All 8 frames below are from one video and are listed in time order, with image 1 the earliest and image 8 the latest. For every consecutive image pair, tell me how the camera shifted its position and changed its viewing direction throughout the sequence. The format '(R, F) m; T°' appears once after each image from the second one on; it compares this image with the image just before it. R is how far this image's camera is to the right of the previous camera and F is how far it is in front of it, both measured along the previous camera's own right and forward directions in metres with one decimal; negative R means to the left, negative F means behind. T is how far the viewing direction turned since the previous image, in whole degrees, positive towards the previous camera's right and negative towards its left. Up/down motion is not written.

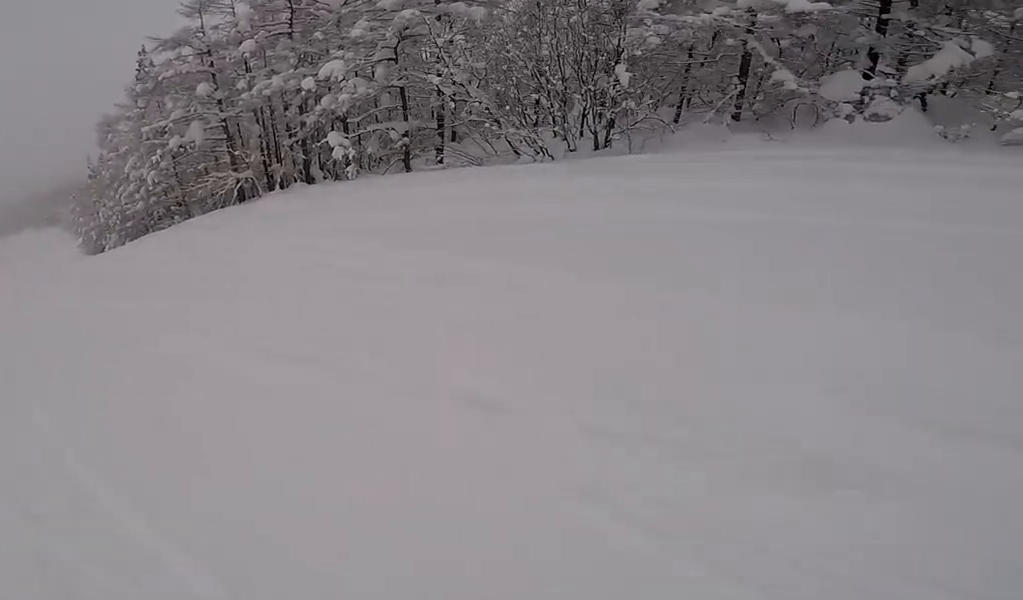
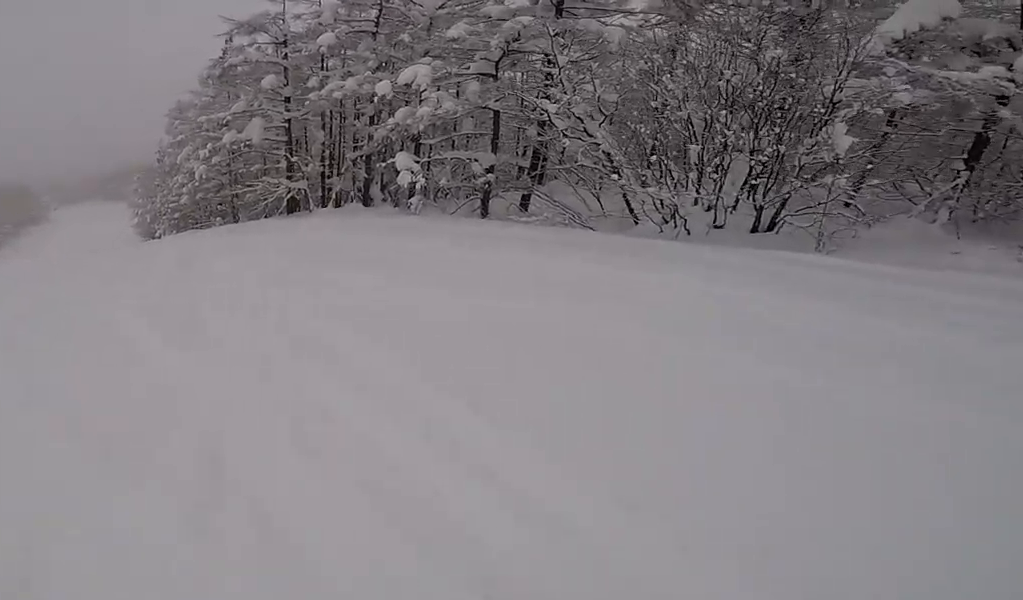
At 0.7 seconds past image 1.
(+0.8, +3.4) m; -3°
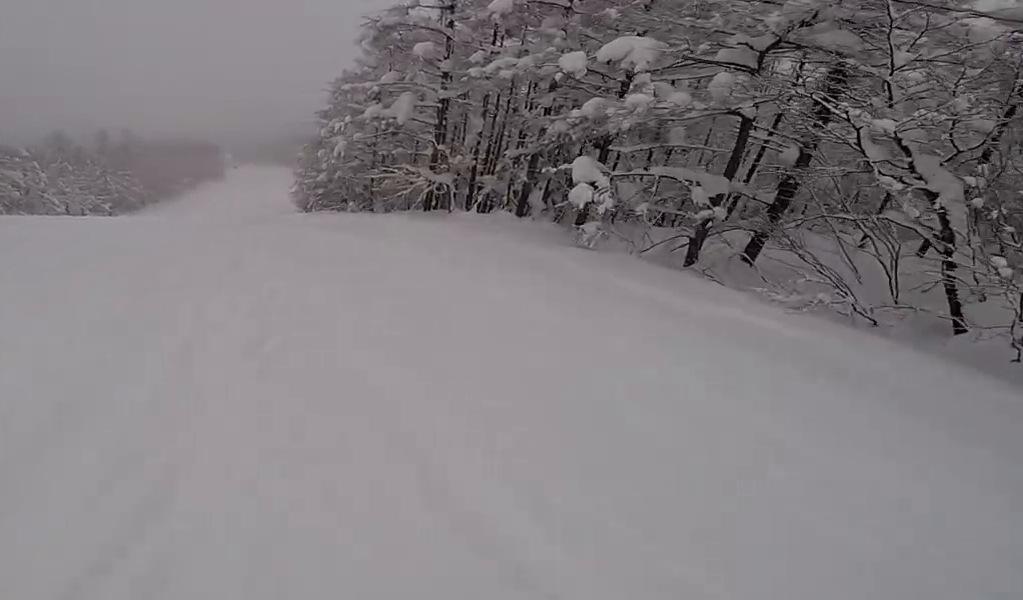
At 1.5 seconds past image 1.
(-0.8, +3.7) m; -9°
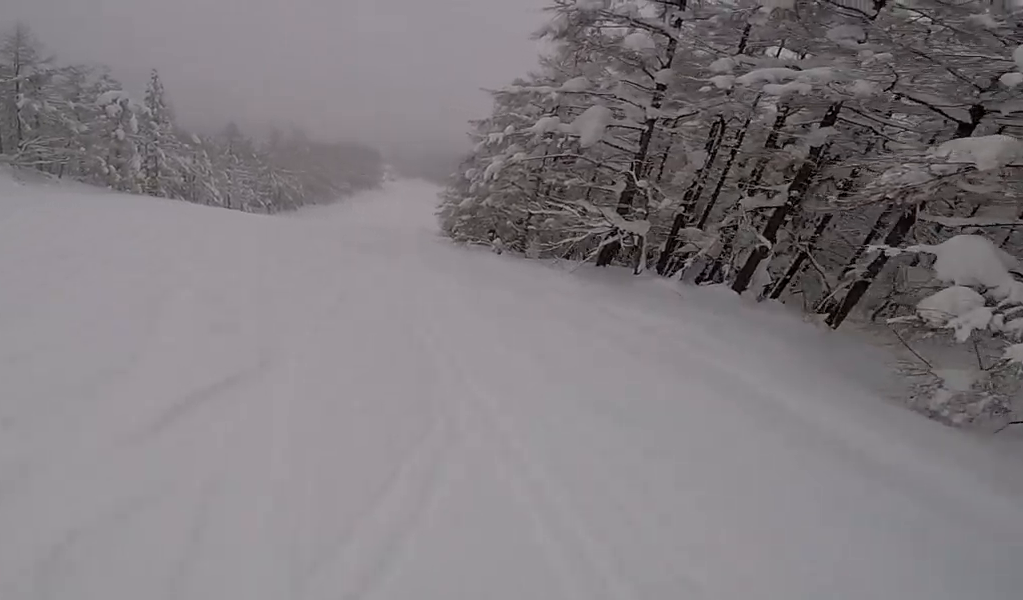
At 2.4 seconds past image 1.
(-0.3, +4.6) m; -12°
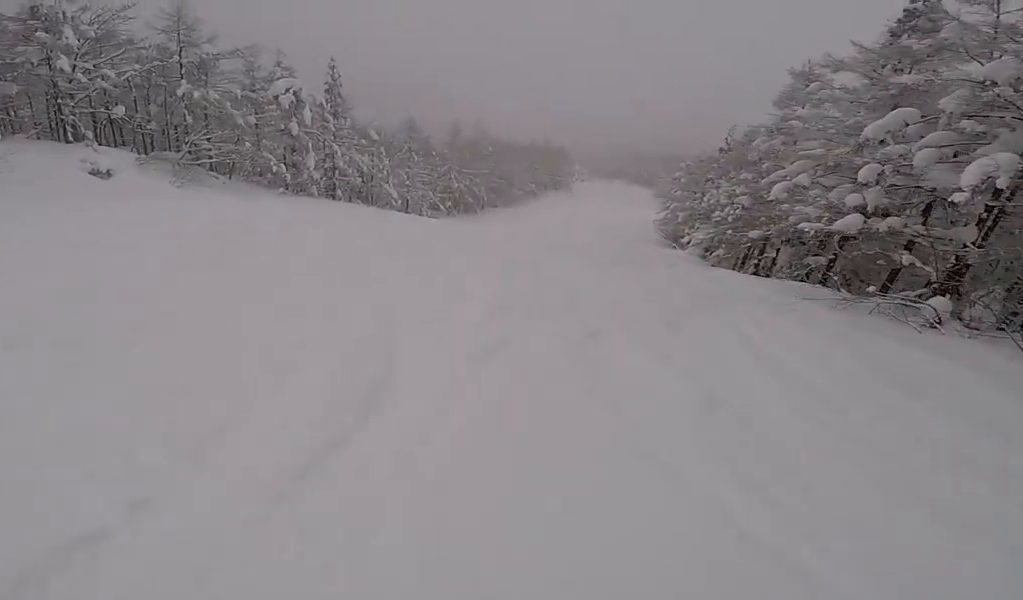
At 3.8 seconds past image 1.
(-1.7, +7.6) m; -32°
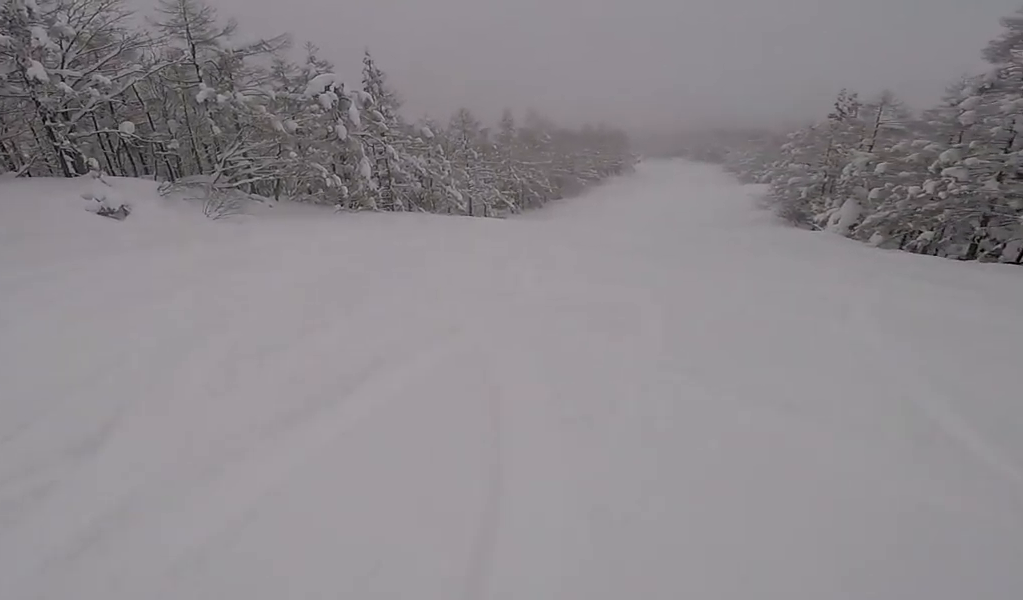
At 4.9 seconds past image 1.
(-1.0, +6.3) m; -1°
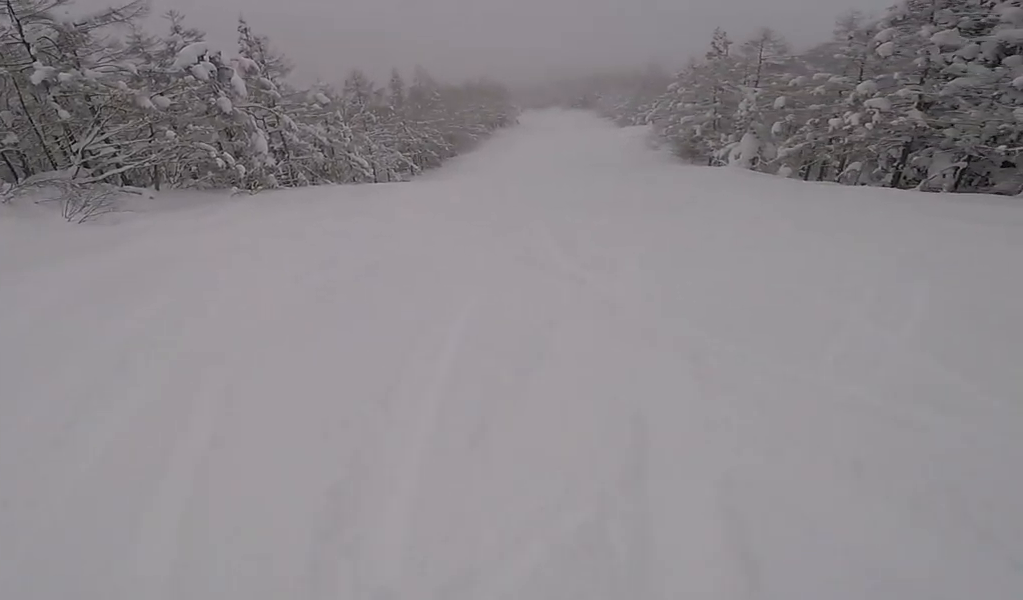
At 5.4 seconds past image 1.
(+0.4, +3.4) m; +13°
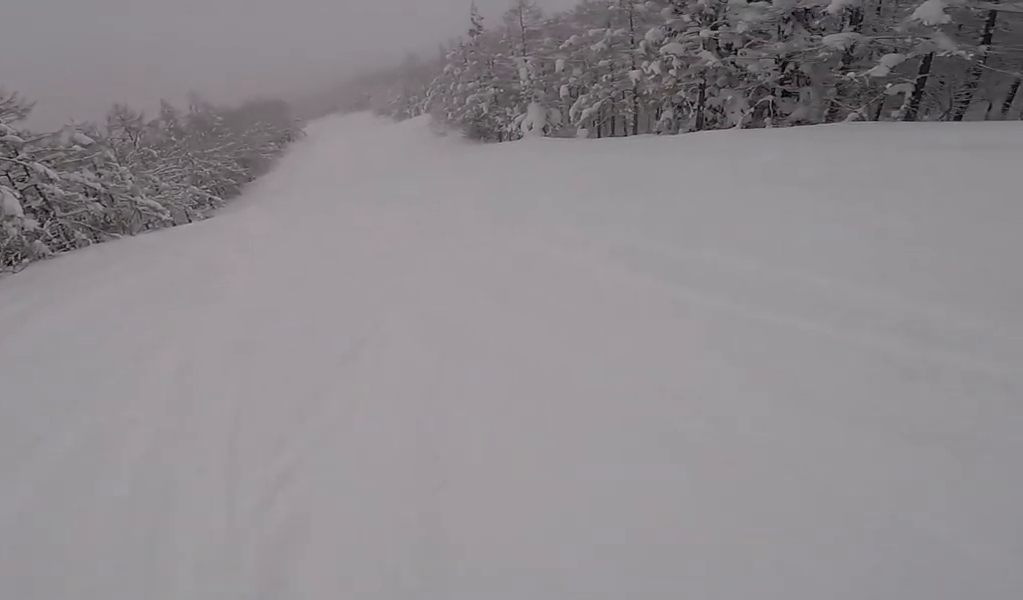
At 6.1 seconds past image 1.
(+0.5, +4.4) m; +18°
